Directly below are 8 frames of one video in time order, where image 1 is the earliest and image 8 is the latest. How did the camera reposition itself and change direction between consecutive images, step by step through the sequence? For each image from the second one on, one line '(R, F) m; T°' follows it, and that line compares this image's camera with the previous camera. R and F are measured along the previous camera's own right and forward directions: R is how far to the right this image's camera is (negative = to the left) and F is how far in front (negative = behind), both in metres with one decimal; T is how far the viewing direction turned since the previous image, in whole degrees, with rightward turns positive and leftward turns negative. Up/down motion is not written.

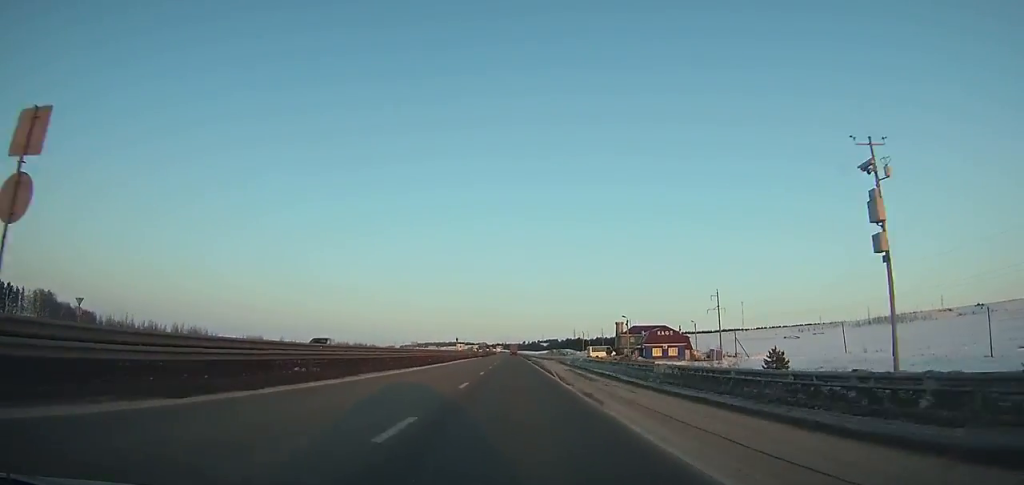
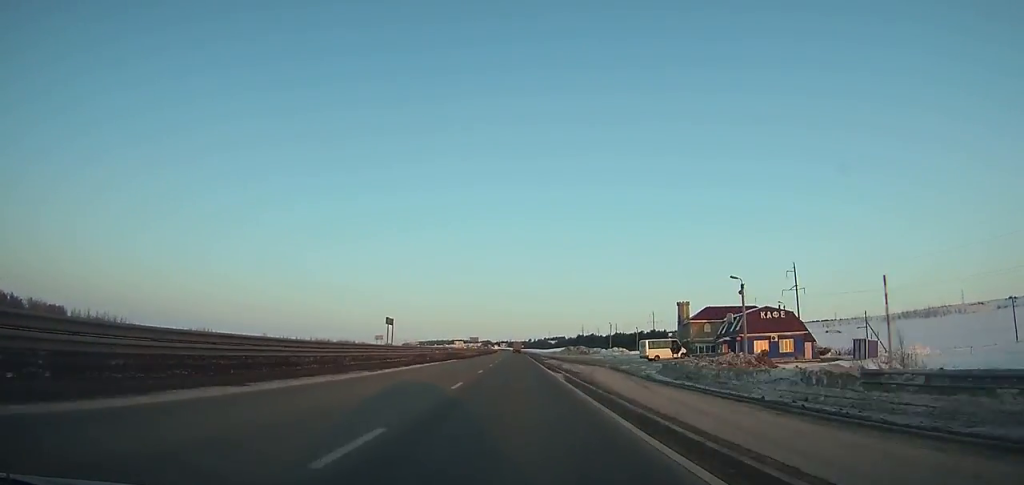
(0.0, +49.2) m; 0°
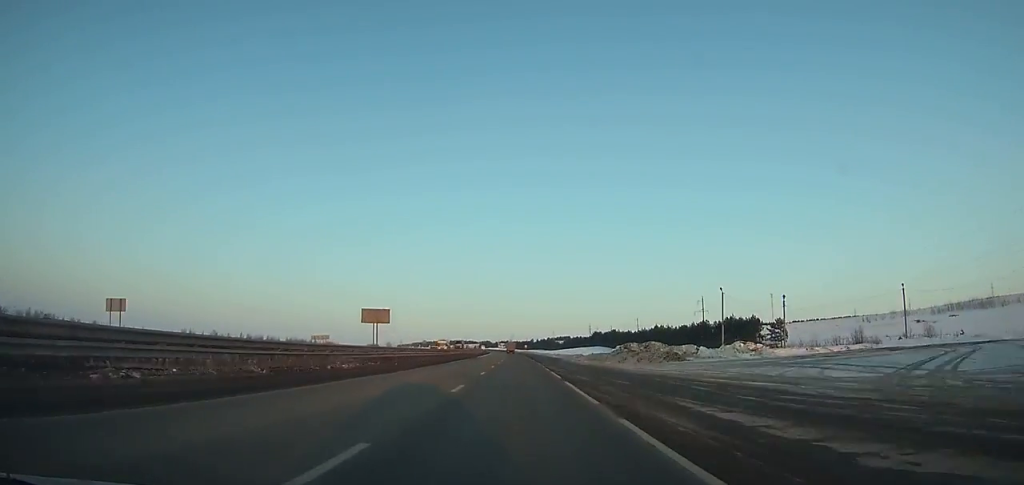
(-0.1, +85.5) m; 0°
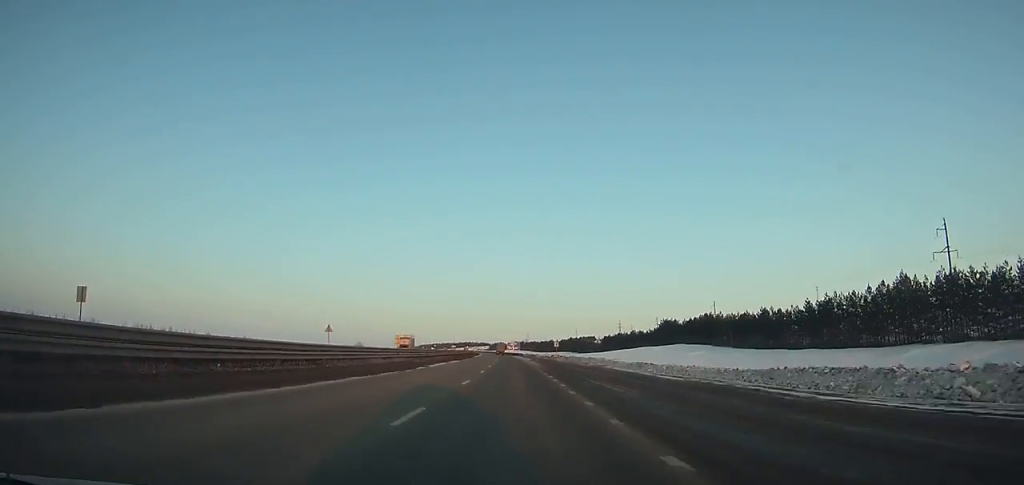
(-1.3, +137.2) m; -2°
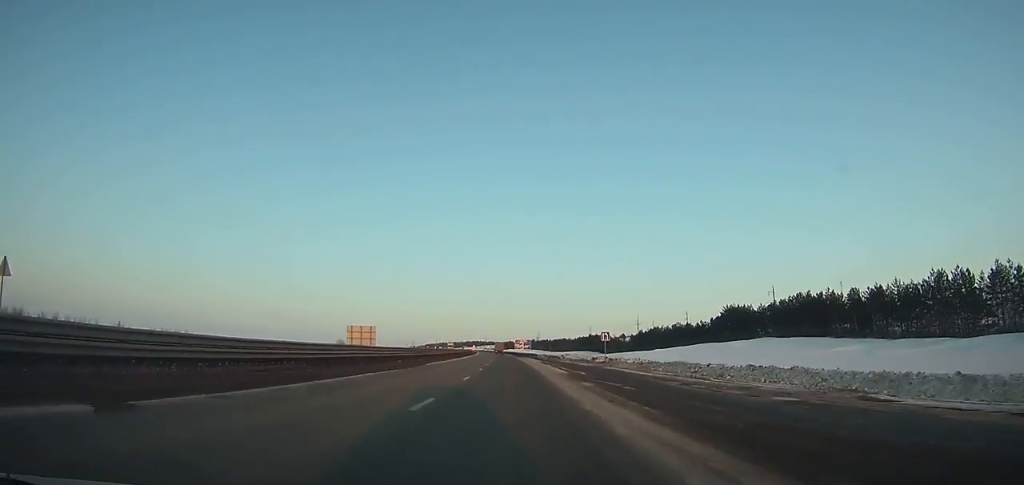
(-0.6, +56.5) m; -1°
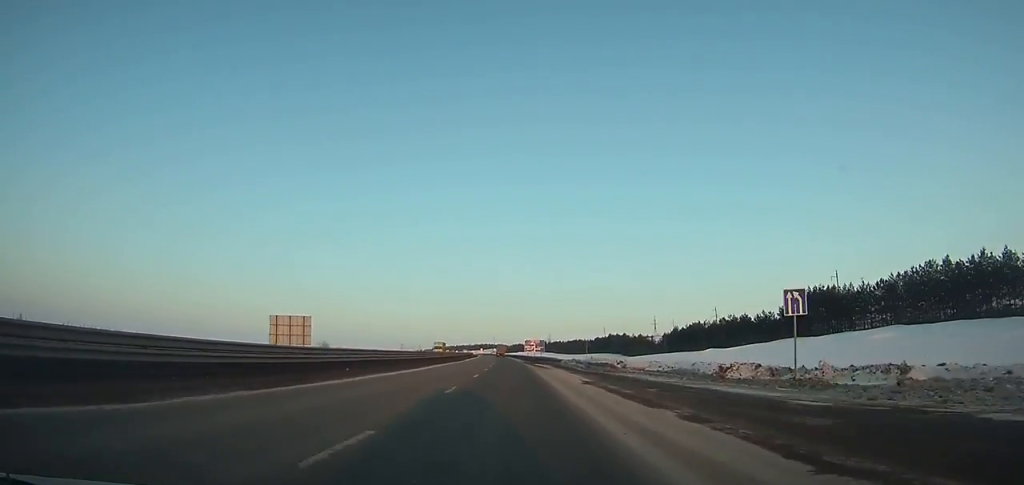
(-0.4, +41.9) m; -1°
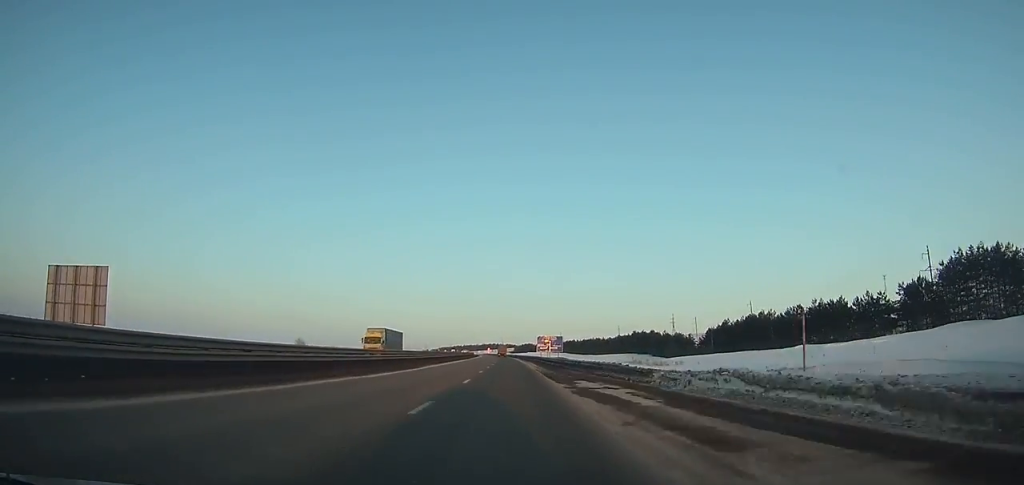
(-0.3, +42.0) m; -1°
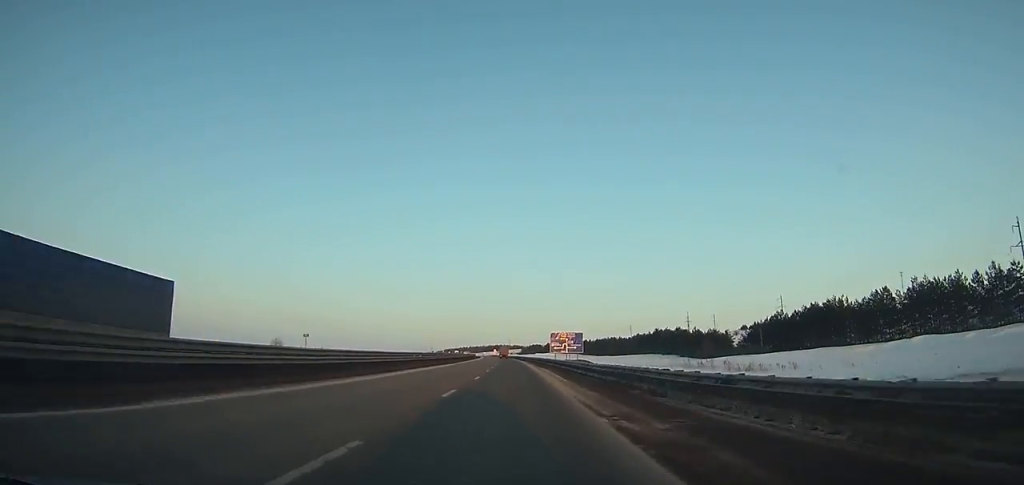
(-0.2, +29.3) m; -1°
